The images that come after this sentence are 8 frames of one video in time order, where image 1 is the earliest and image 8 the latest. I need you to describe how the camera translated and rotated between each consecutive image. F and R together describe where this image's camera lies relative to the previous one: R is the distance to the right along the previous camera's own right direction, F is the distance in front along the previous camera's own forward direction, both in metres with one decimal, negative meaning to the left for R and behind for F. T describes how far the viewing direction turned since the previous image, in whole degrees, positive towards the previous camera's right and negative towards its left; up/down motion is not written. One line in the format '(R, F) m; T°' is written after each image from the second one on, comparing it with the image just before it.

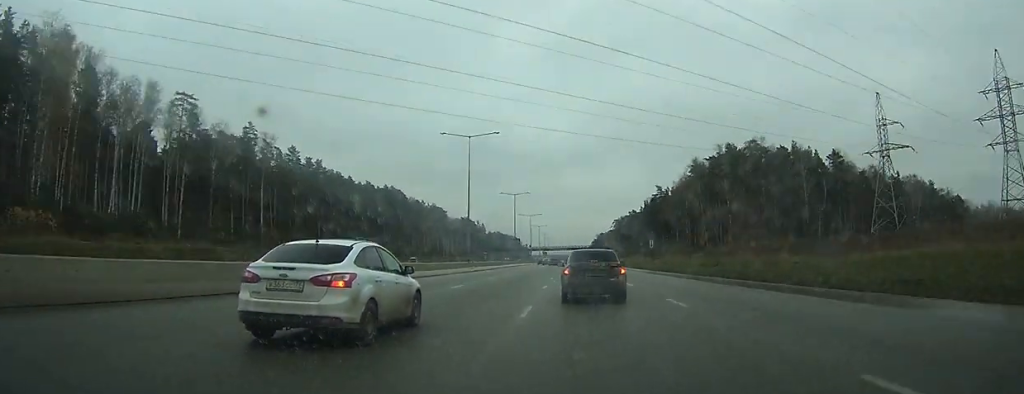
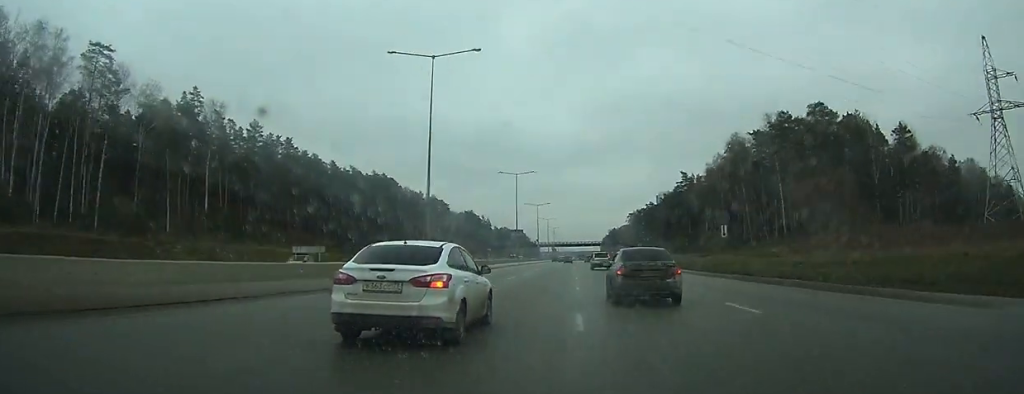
(-0.1, +27.1) m; 0°
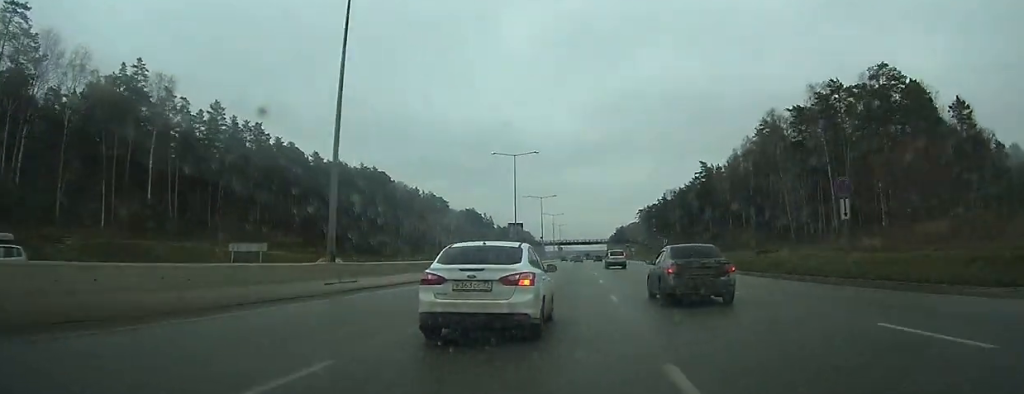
(0.0, +19.0) m; 0°
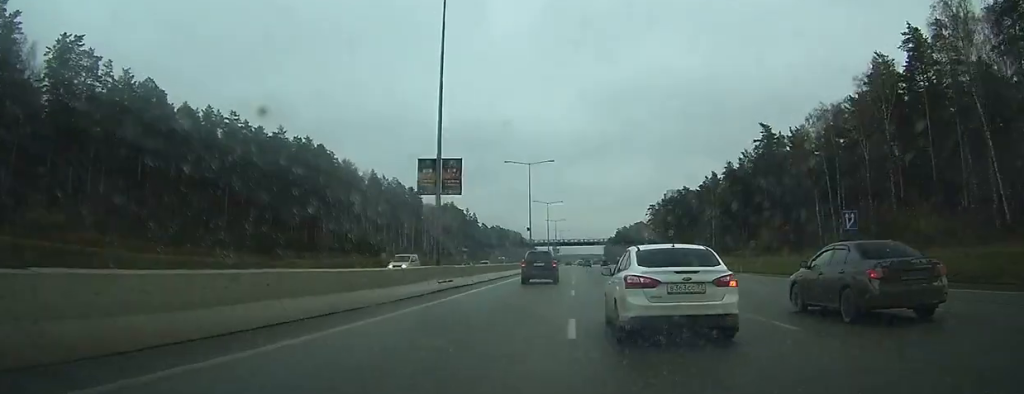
(-0.1, +55.6) m; 0°
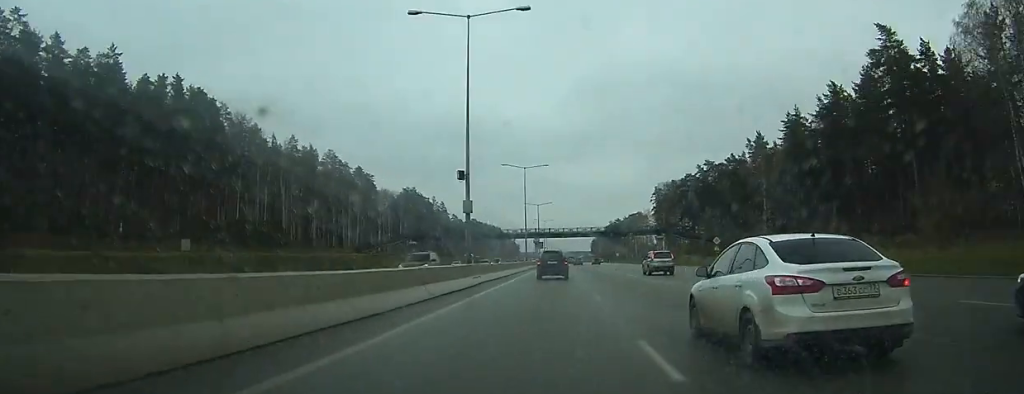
(0.0, +51.4) m; +1°
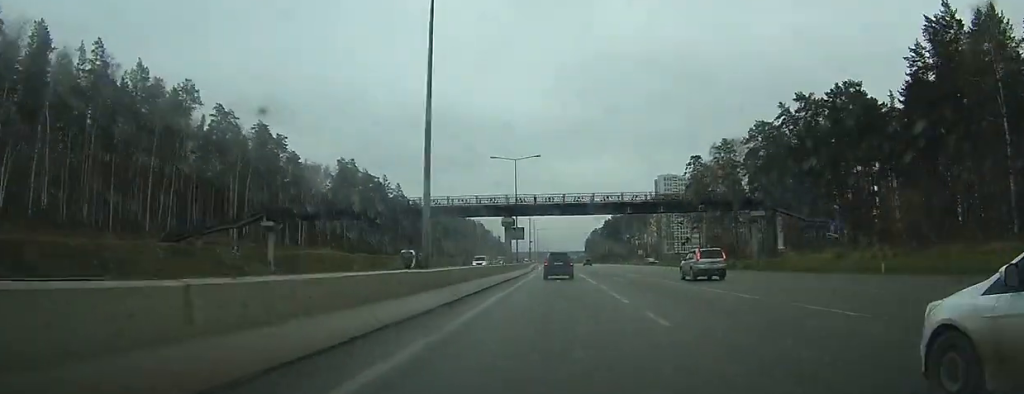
(+1.1, +67.1) m; +1°
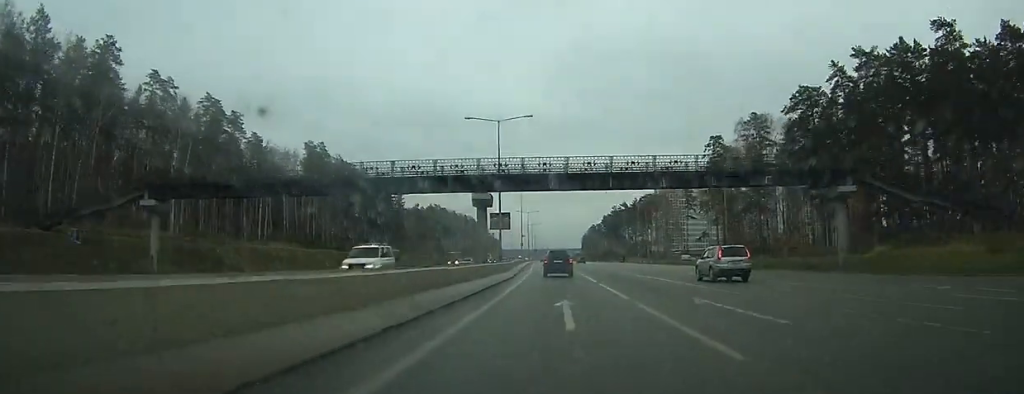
(0.0, +21.5) m; 0°
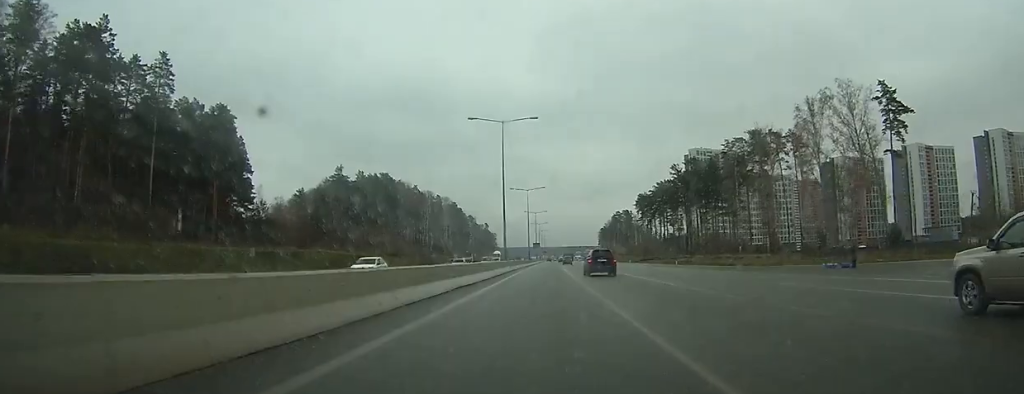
(-0.1, +118.6) m; 0°
